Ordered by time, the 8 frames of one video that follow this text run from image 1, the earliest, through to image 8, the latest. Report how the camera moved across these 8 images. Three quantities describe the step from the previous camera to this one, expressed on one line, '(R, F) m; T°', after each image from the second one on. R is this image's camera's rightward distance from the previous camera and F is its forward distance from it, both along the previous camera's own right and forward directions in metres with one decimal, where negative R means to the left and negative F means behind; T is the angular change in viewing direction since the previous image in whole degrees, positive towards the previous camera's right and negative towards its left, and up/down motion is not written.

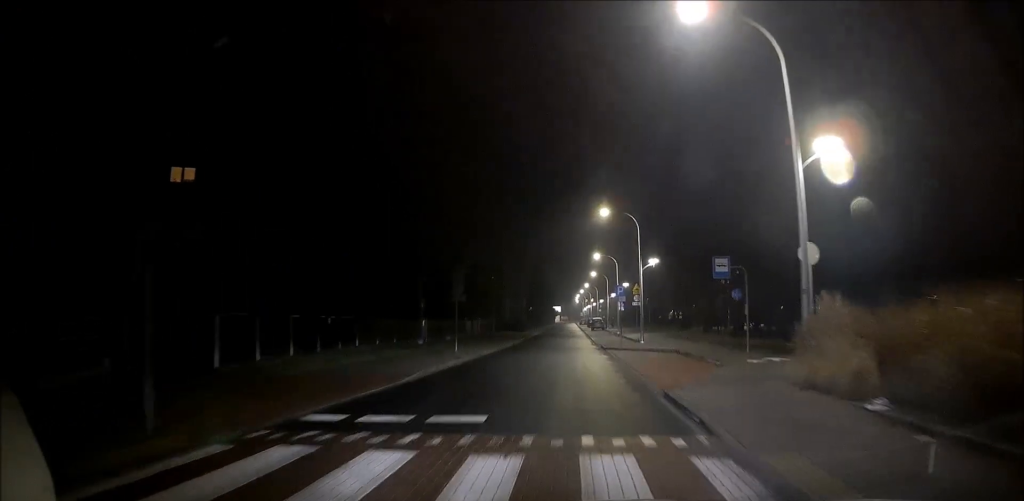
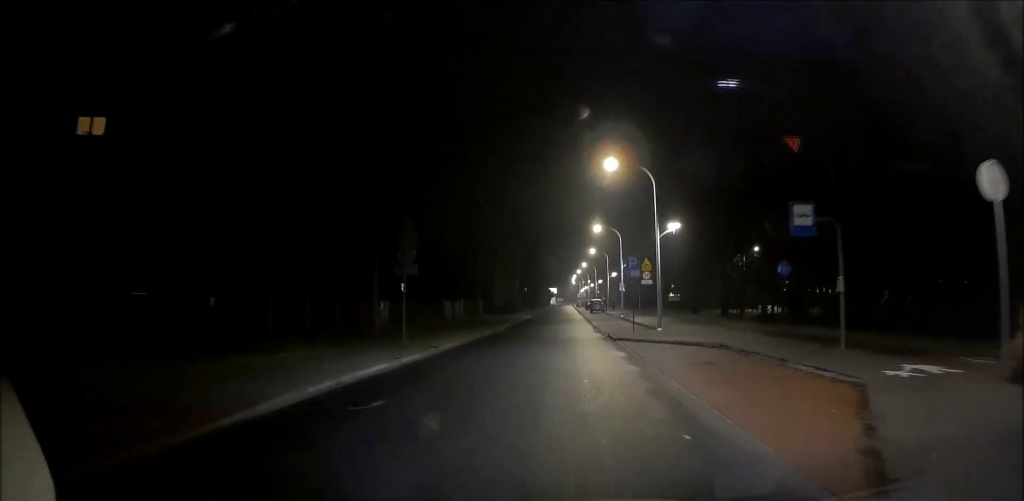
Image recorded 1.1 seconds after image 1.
(+0.5, +7.2) m; +2°
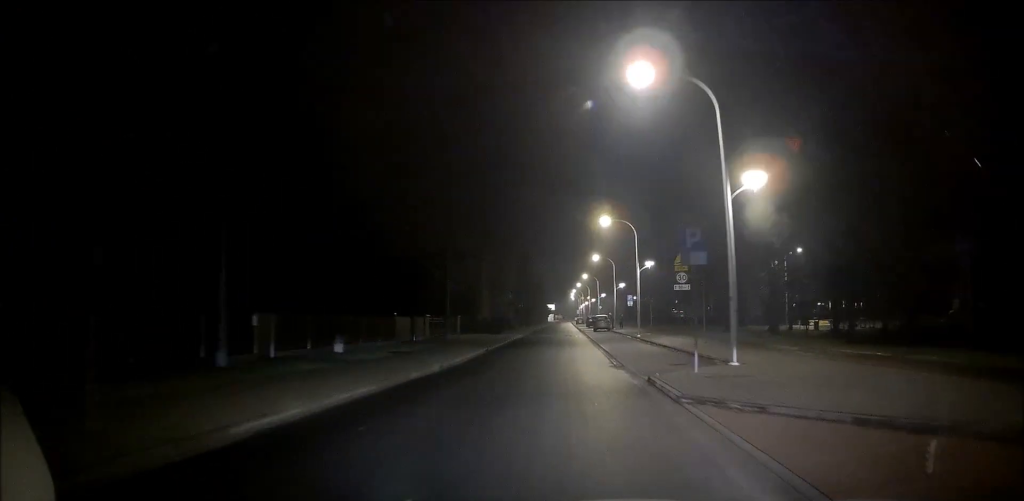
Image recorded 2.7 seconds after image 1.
(-0.7, +12.0) m; -5°
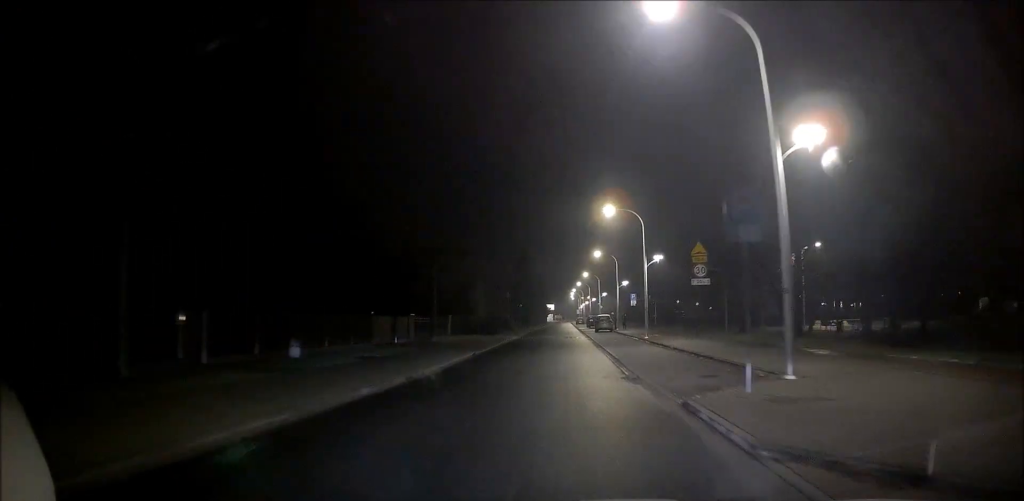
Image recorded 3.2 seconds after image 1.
(0.0, +3.8) m; 0°
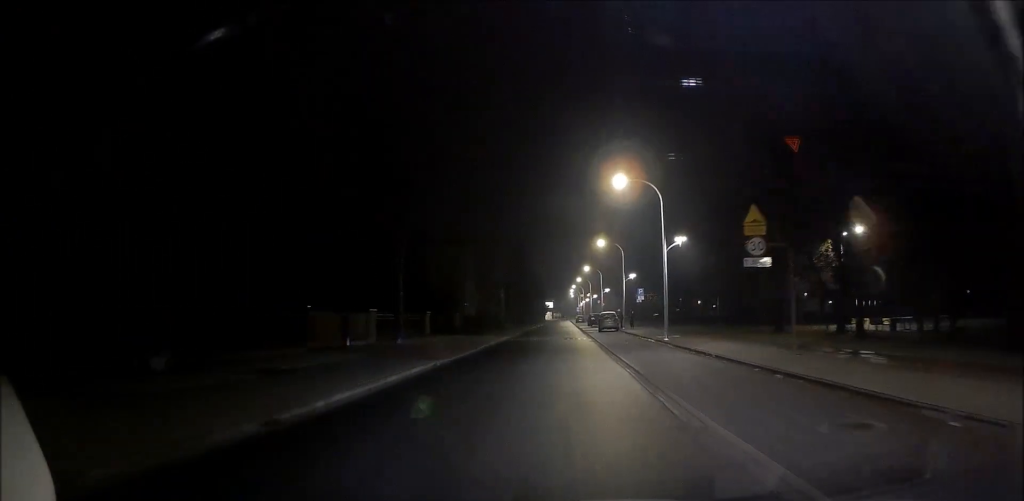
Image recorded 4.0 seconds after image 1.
(+0.1, +7.1) m; +2°
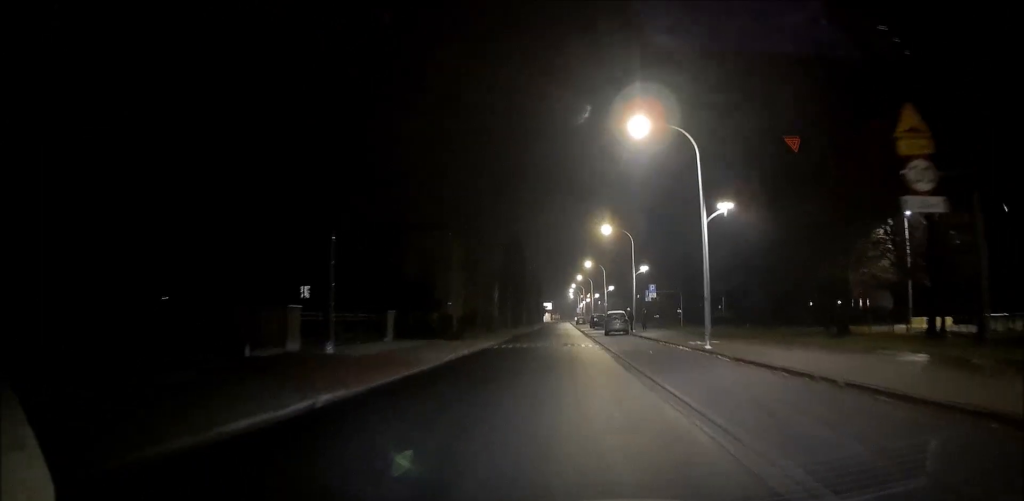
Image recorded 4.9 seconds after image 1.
(+0.1, +8.3) m; +2°
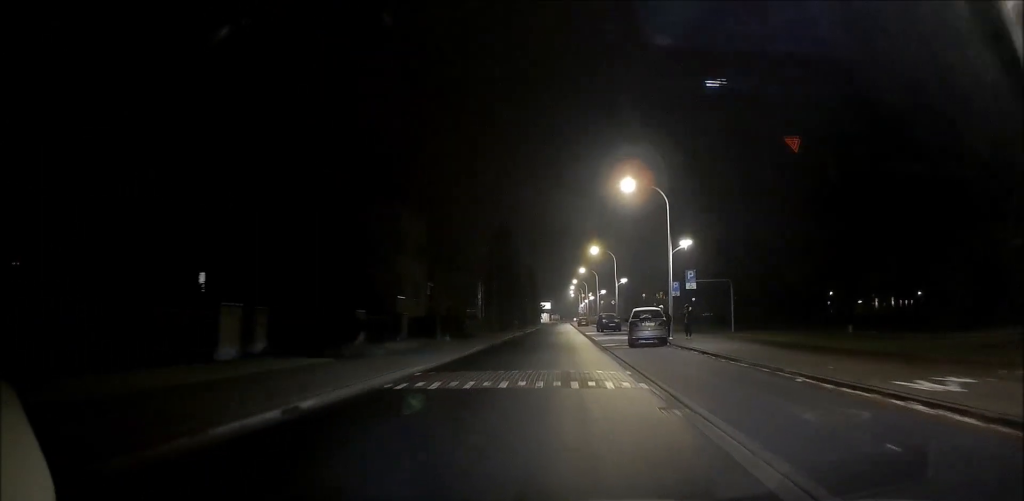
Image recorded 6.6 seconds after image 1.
(-0.3, +15.5) m; -1°
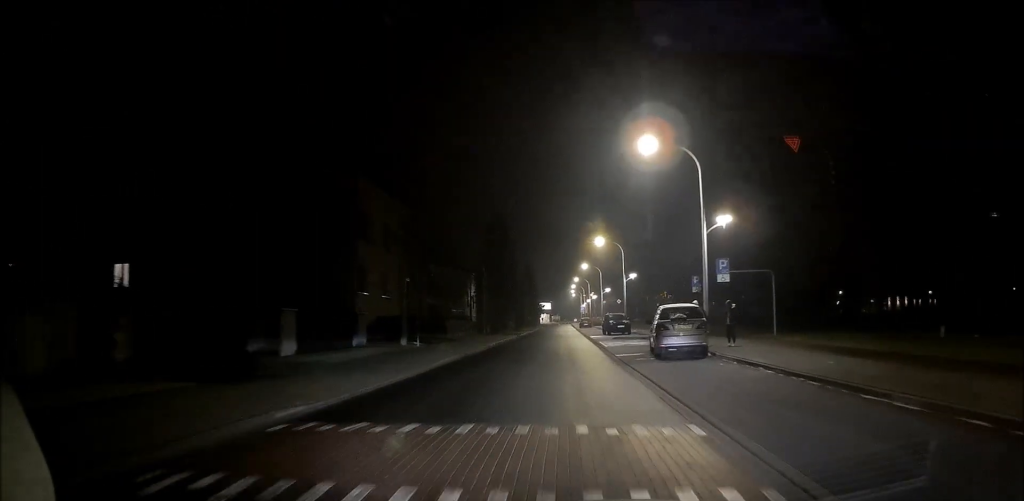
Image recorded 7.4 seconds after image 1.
(+0.1, +7.6) m; -1°
